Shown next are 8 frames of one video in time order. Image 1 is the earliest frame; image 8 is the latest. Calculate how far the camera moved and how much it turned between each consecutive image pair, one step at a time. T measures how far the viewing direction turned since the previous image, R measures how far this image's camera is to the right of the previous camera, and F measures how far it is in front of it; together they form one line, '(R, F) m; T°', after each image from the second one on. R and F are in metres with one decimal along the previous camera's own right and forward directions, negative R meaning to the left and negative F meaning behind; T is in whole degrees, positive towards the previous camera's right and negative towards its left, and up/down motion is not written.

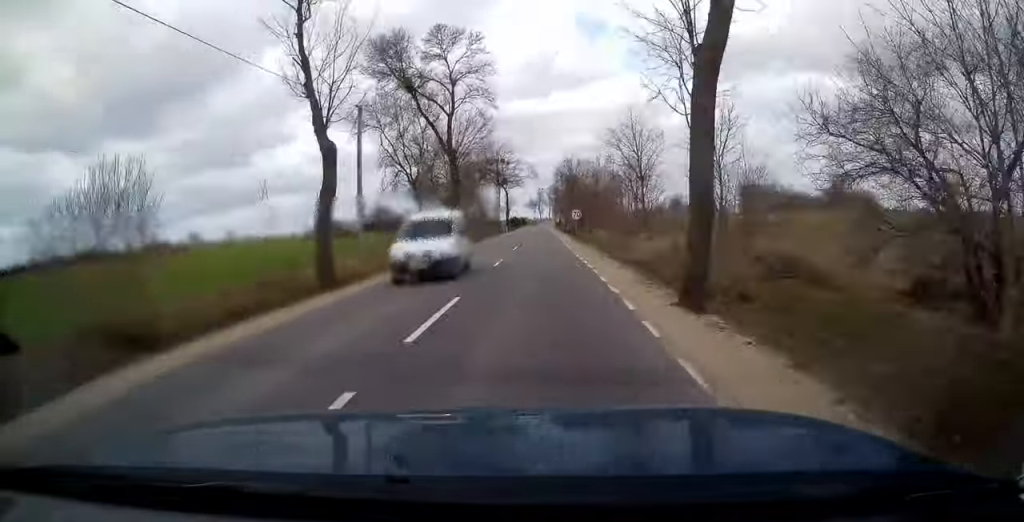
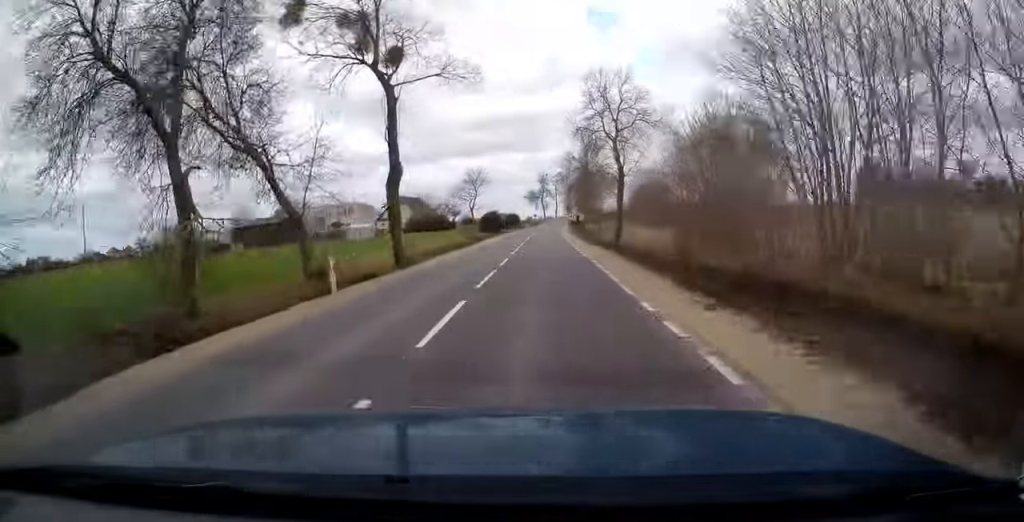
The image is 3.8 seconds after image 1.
(-0.5, +76.3) m; -1°
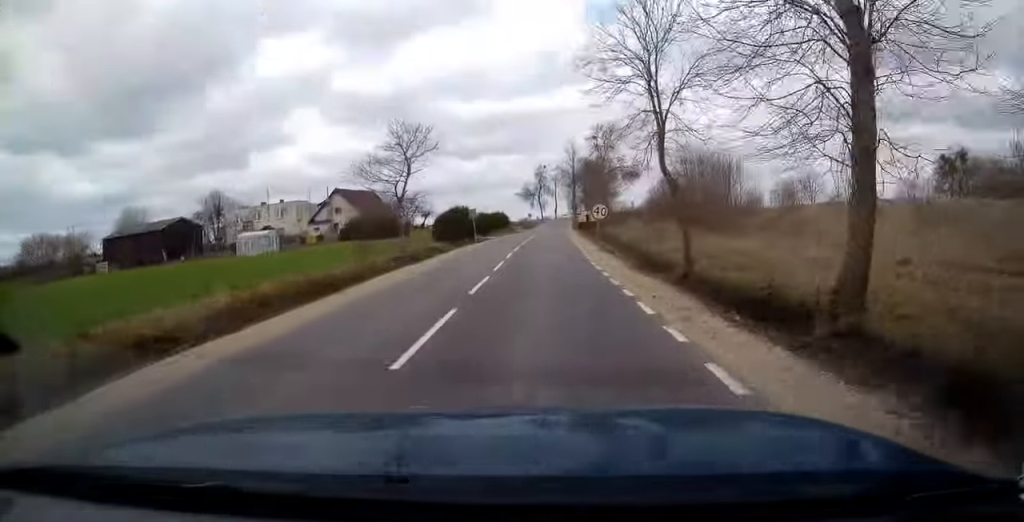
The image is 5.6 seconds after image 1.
(-0.3, +31.8) m; 0°
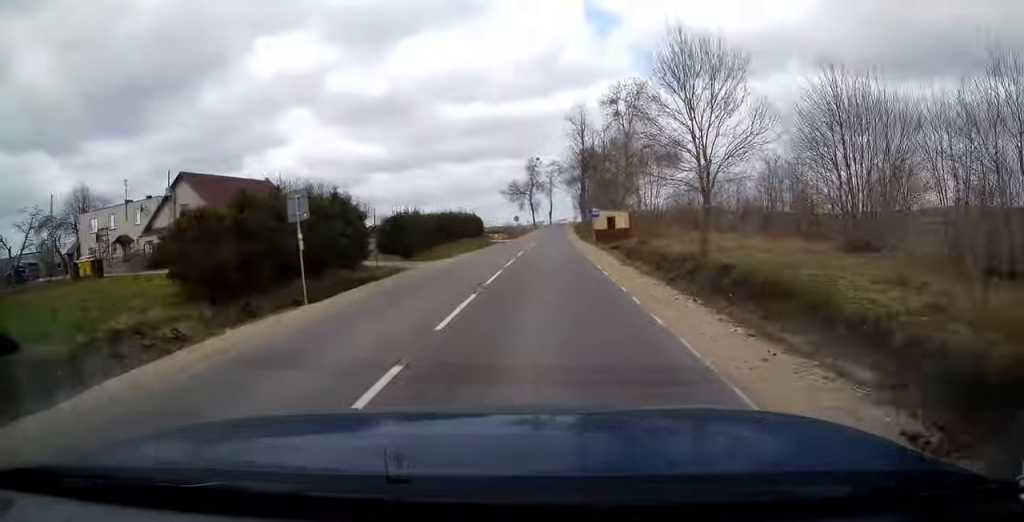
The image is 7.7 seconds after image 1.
(+0.3, +34.3) m; +1°
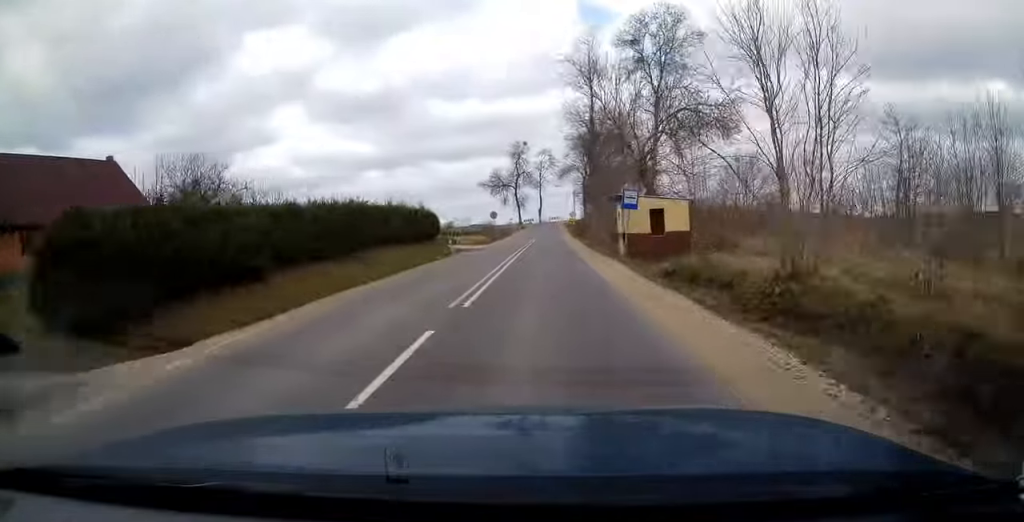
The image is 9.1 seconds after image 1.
(+0.2, +21.5) m; +1°
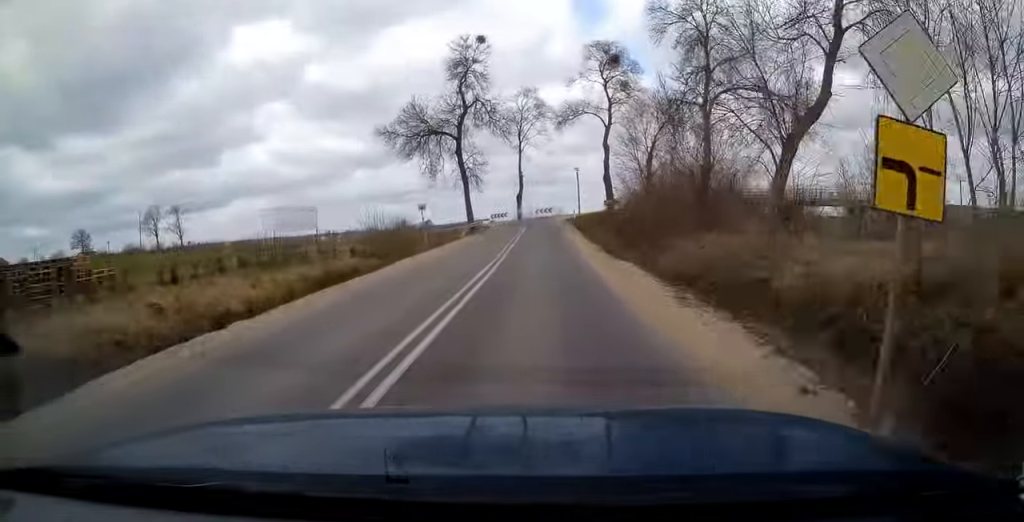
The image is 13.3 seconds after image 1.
(+0.6, +56.8) m; +1°
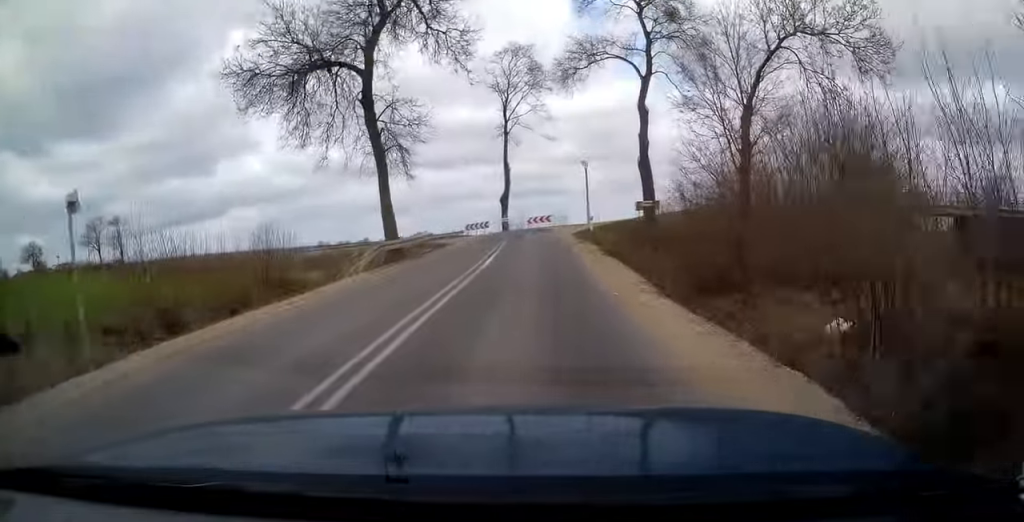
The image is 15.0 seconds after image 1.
(+0.2, +20.3) m; 0°
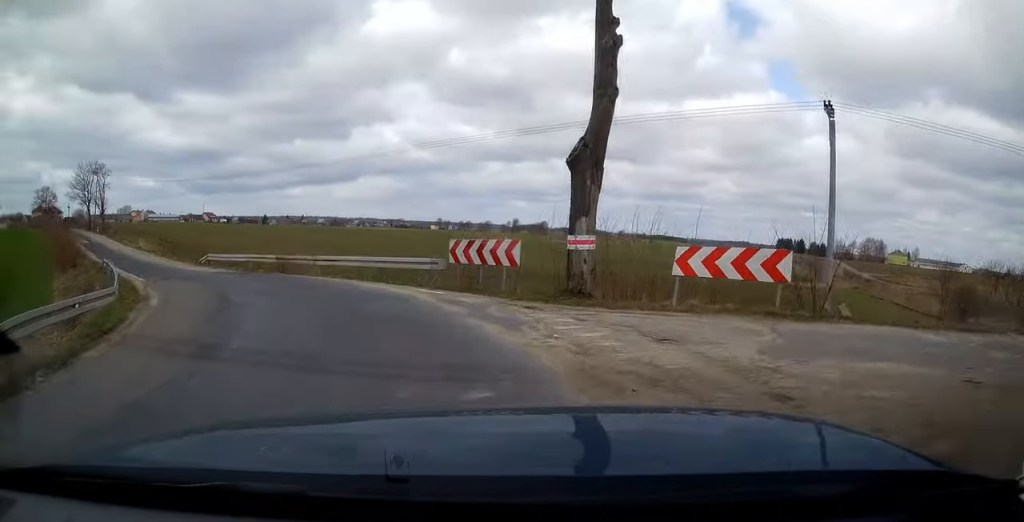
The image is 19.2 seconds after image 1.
(-4.1, +41.0) m; -26°
